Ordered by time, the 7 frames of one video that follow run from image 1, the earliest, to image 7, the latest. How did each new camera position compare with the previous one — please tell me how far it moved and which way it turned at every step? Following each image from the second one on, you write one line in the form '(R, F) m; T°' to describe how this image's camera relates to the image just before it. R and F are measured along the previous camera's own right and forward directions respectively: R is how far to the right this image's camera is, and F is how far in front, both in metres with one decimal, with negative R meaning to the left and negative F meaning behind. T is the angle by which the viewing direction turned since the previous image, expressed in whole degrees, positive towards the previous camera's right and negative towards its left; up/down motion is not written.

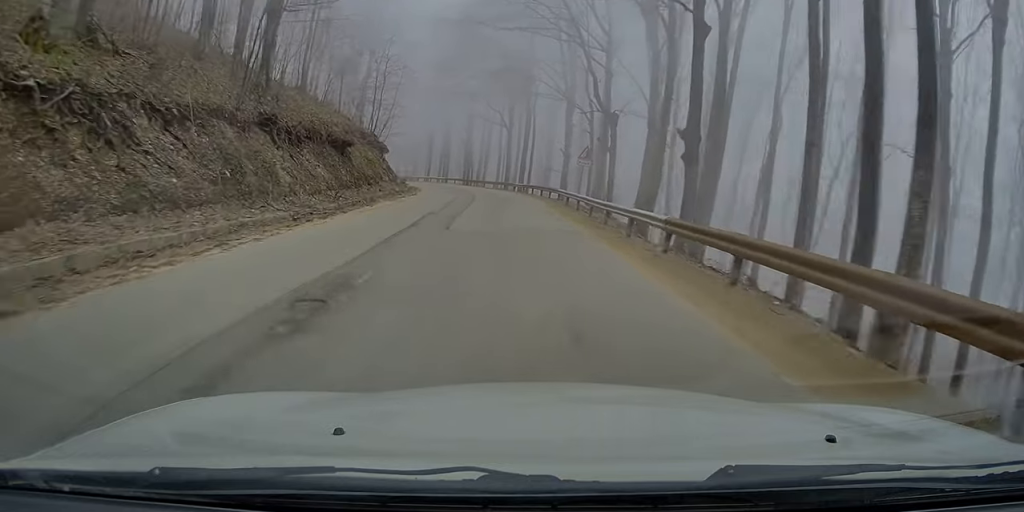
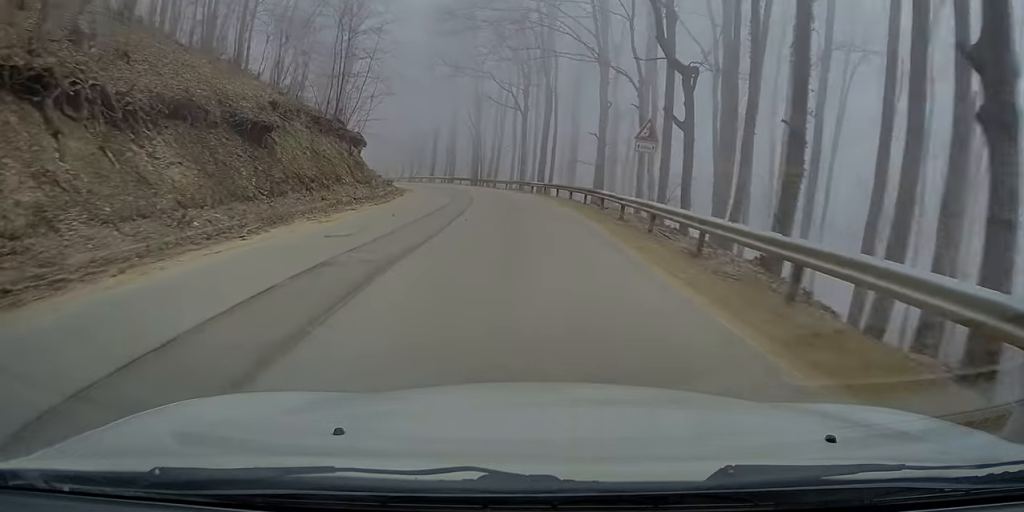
(-0.3, +12.2) m; -2°
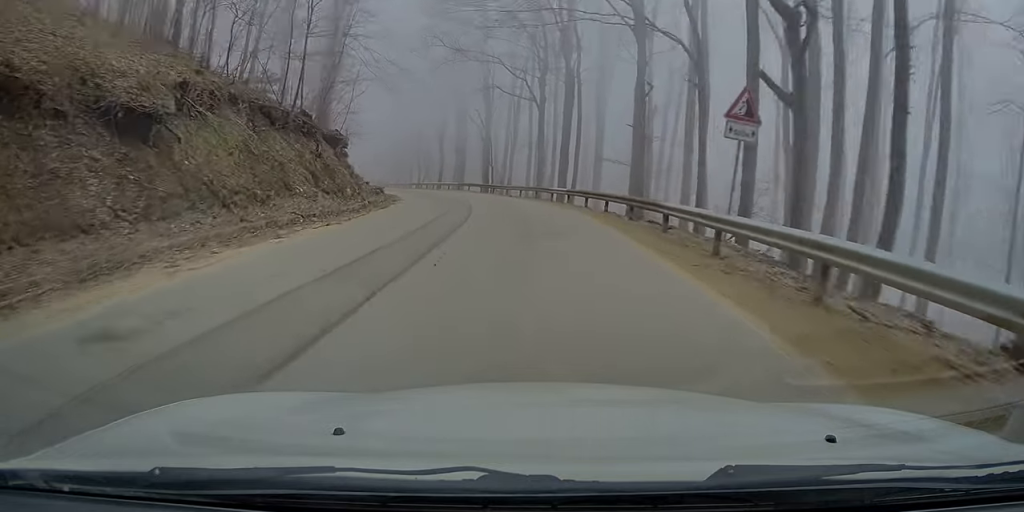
(+0.4, +7.5) m; -6°
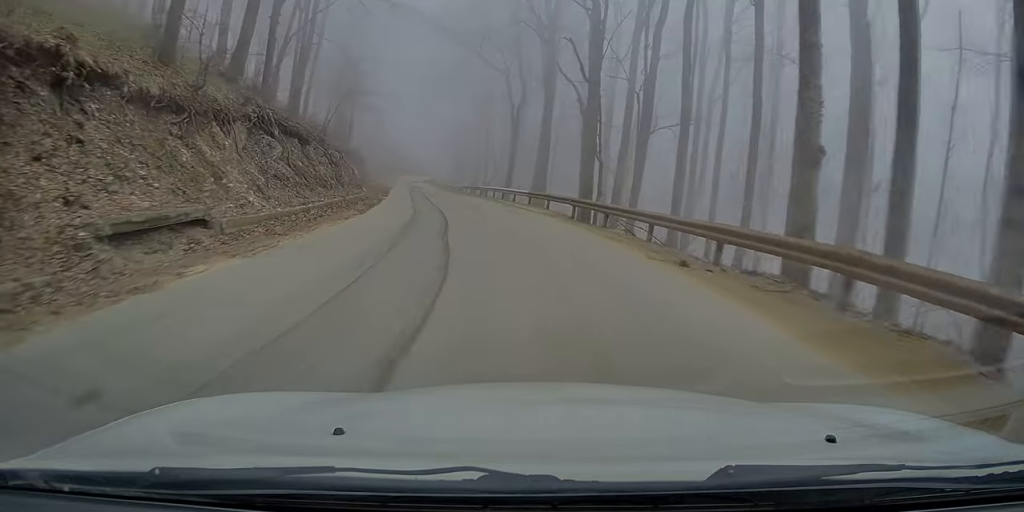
(-5.4, +29.2) m; -13°
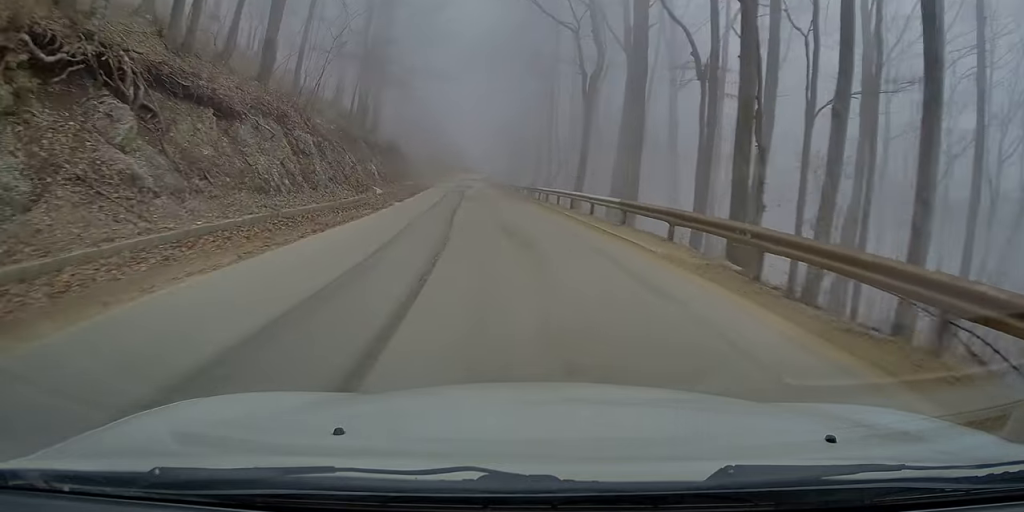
(0.0, +13.3) m; -3°
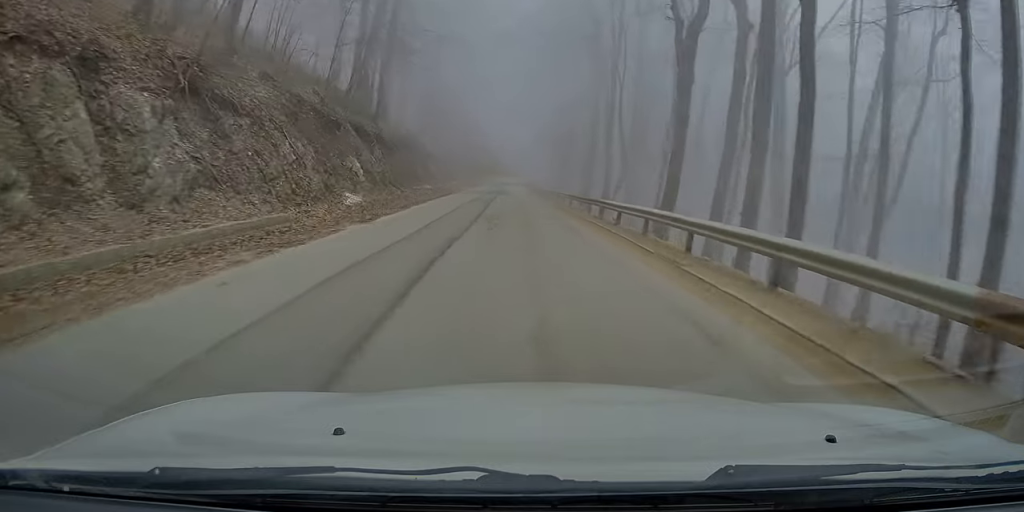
(-0.6, +12.3) m; -2°
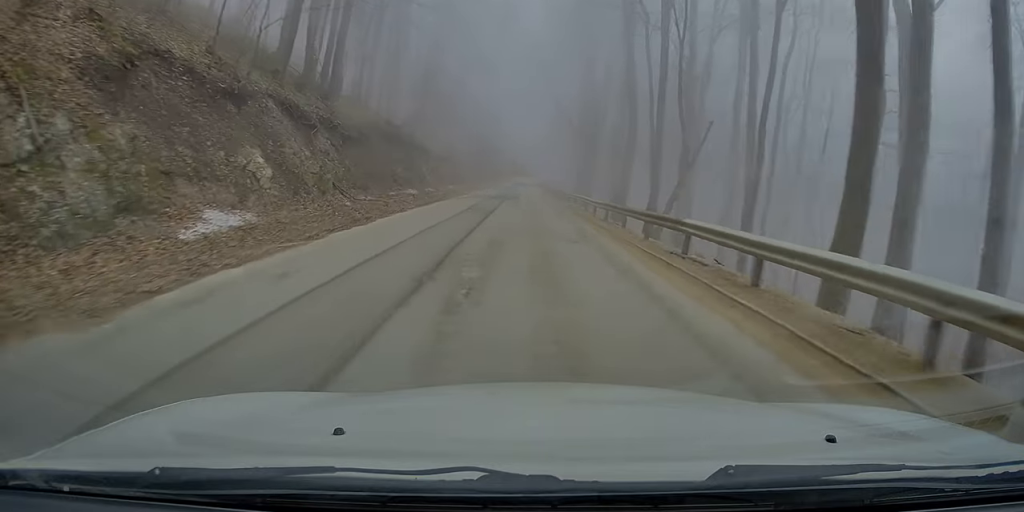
(-0.1, +10.9) m; 0°
